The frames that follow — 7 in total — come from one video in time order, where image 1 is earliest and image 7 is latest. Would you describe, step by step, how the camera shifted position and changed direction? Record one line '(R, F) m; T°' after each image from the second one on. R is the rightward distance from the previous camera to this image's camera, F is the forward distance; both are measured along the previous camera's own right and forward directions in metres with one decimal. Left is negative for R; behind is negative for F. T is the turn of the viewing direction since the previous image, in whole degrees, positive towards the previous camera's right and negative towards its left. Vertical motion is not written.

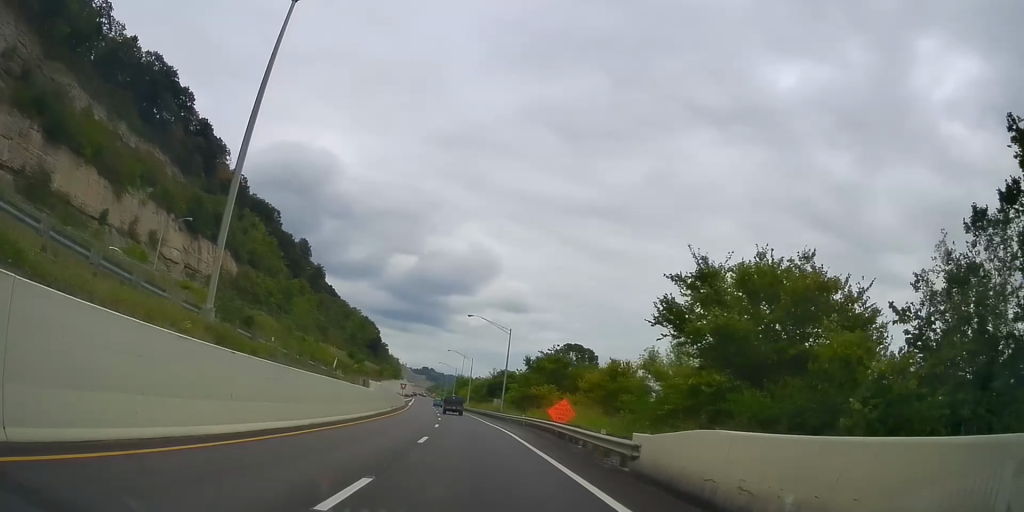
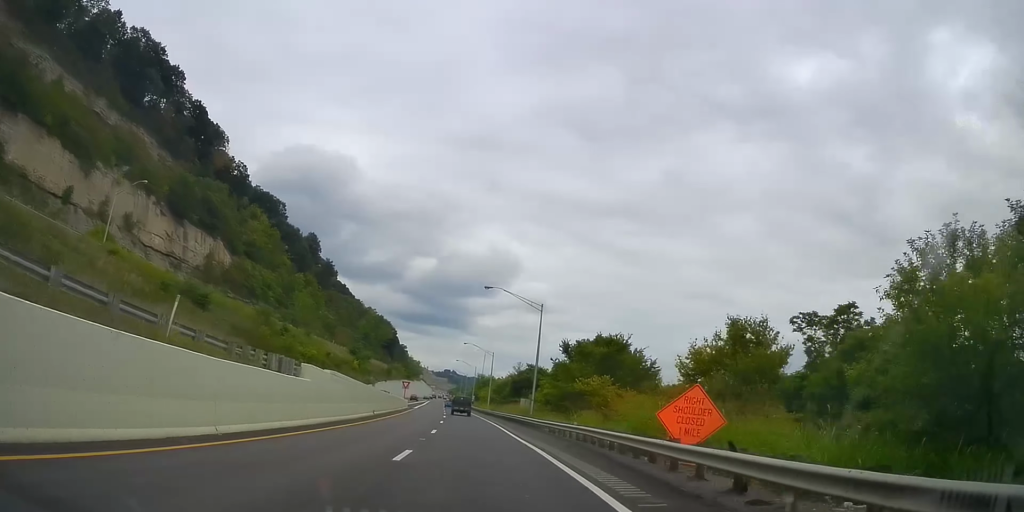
(-0.4, +18.4) m; -3°
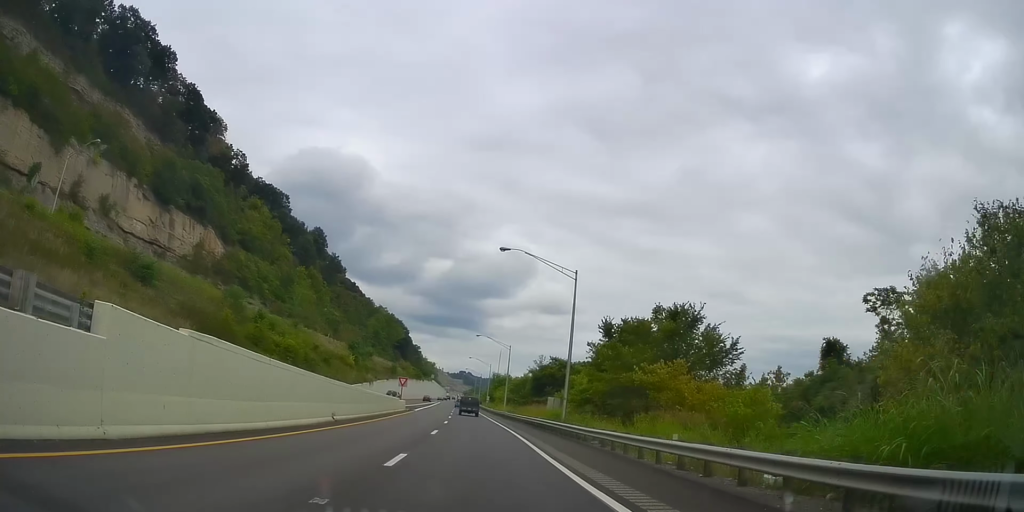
(-0.6, +13.8) m; -1°
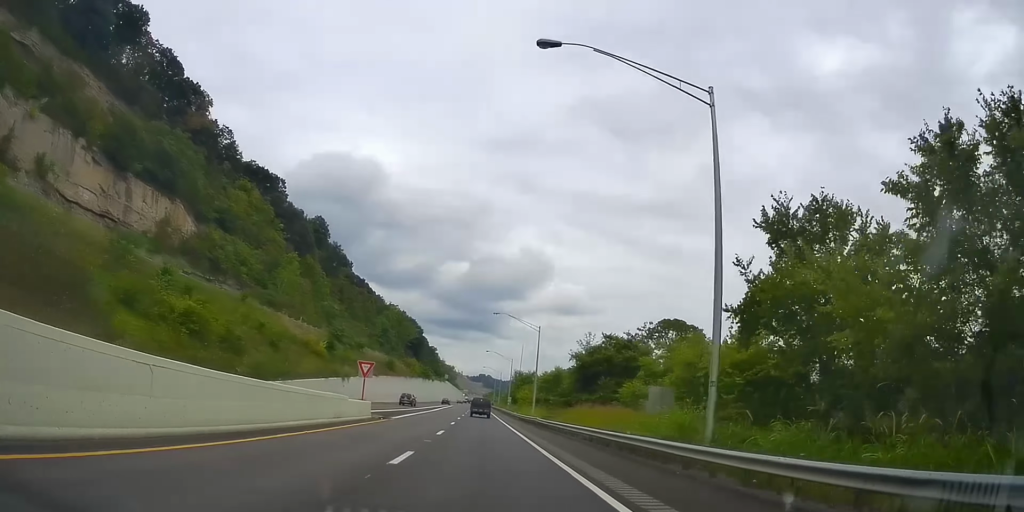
(-0.3, +24.6) m; -1°
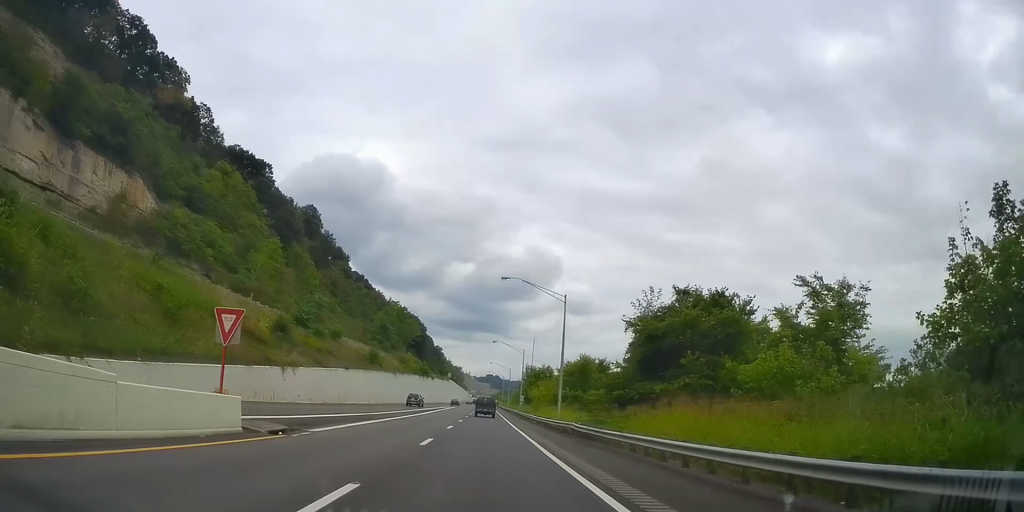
(0.0, +18.9) m; -1°
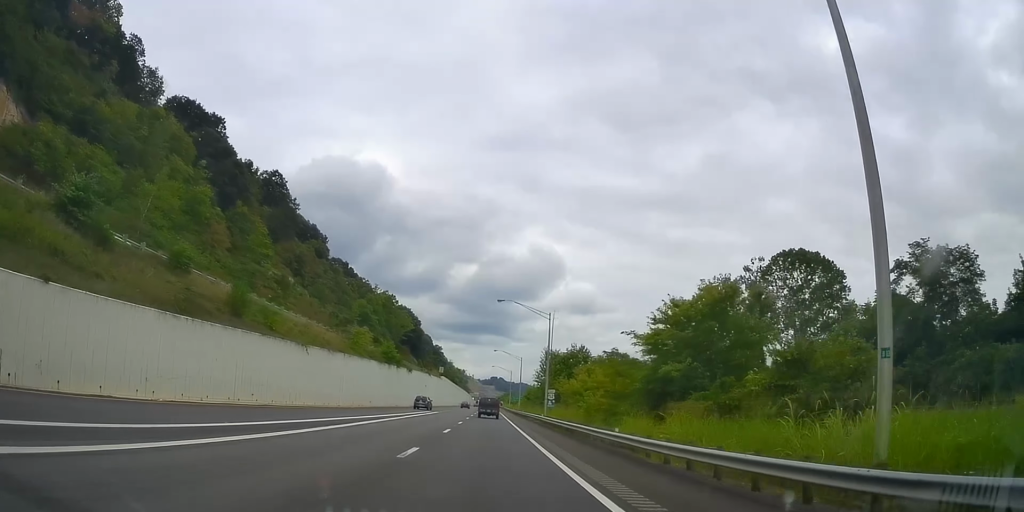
(-1.1, +40.9) m; -3°
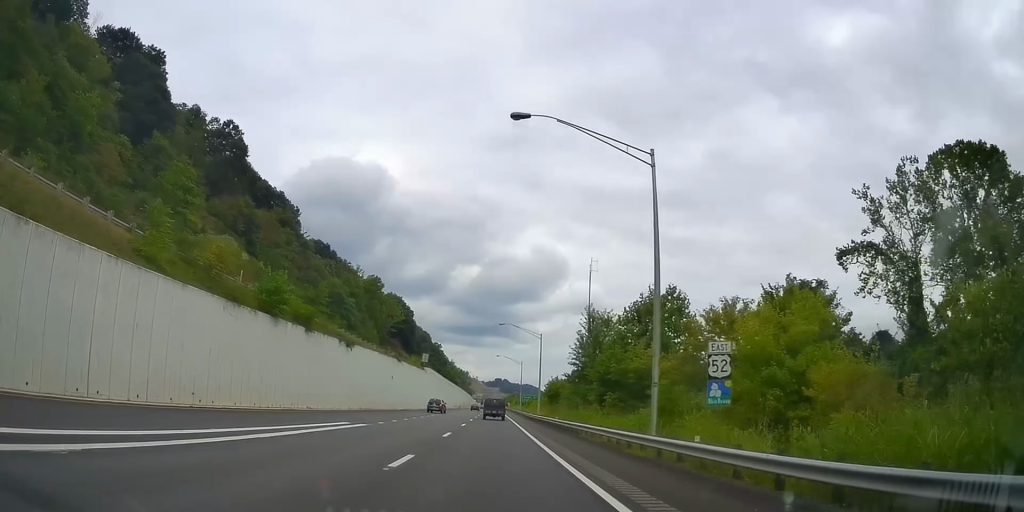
(+0.2, +39.2) m; +1°
